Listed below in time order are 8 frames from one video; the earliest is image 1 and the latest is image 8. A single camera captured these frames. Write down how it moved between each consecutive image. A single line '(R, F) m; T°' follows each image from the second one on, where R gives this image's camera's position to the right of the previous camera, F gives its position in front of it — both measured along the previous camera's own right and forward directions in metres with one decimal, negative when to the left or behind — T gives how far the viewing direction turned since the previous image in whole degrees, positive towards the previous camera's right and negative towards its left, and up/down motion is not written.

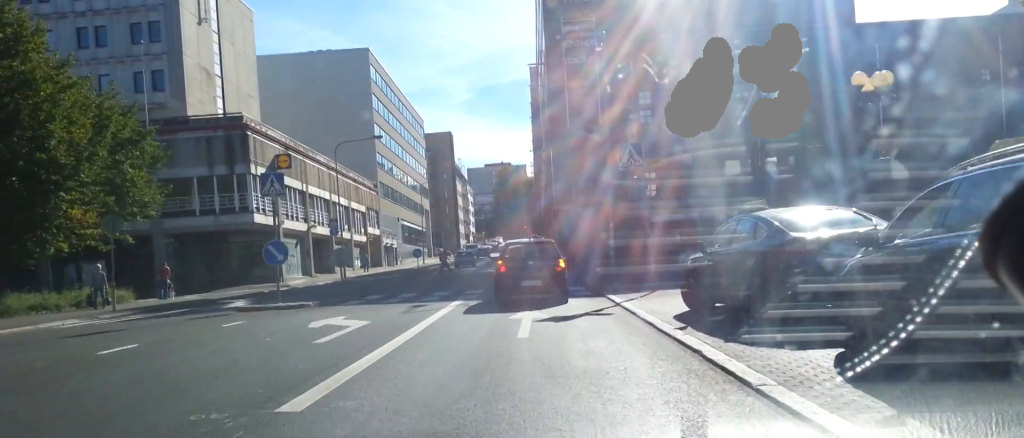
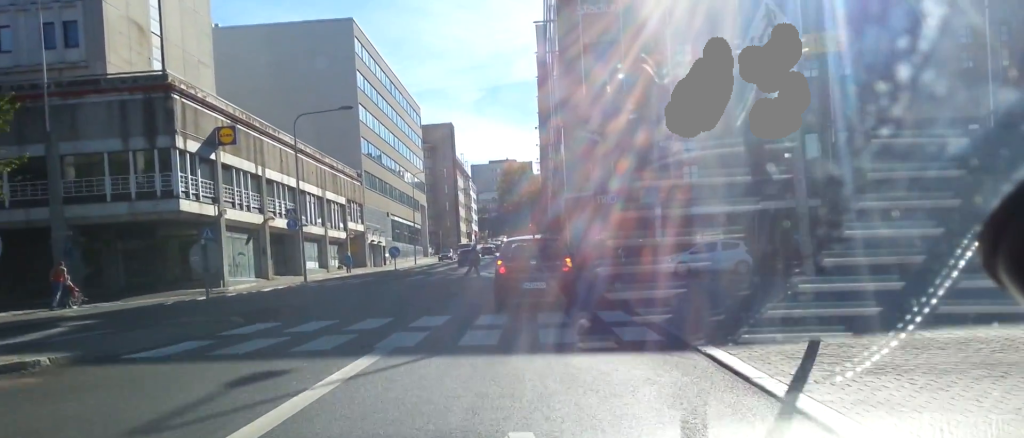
(-0.2, +11.8) m; +2°
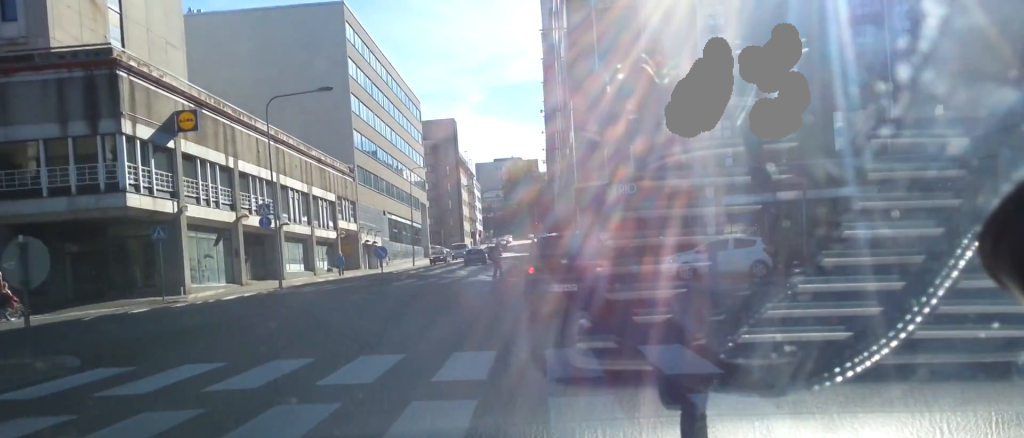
(+0.2, +5.9) m; +2°
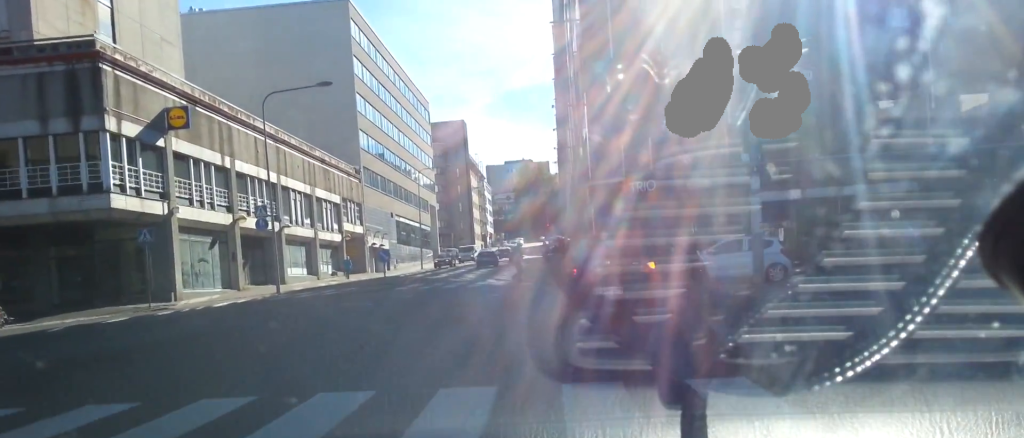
(+0.1, +2.6) m; 0°
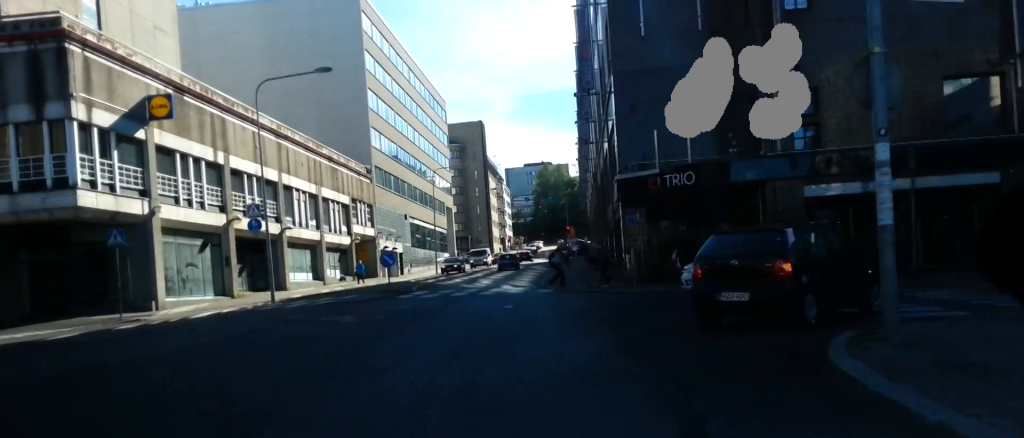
(-0.1, +4.2) m; -2°
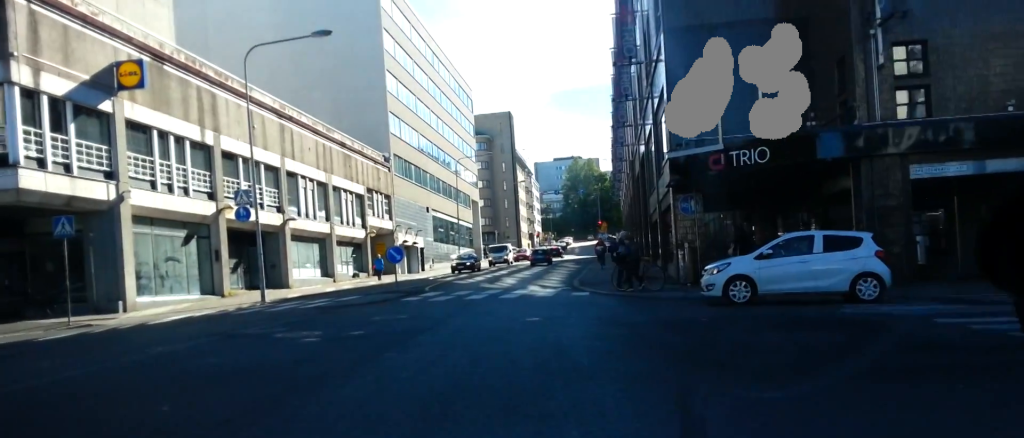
(-0.1, +4.8) m; -2°
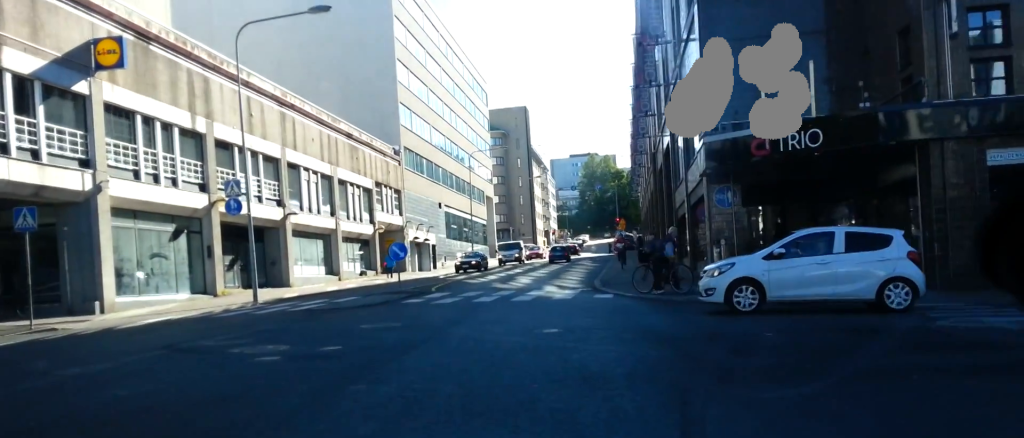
(-0.1, +2.5) m; 0°
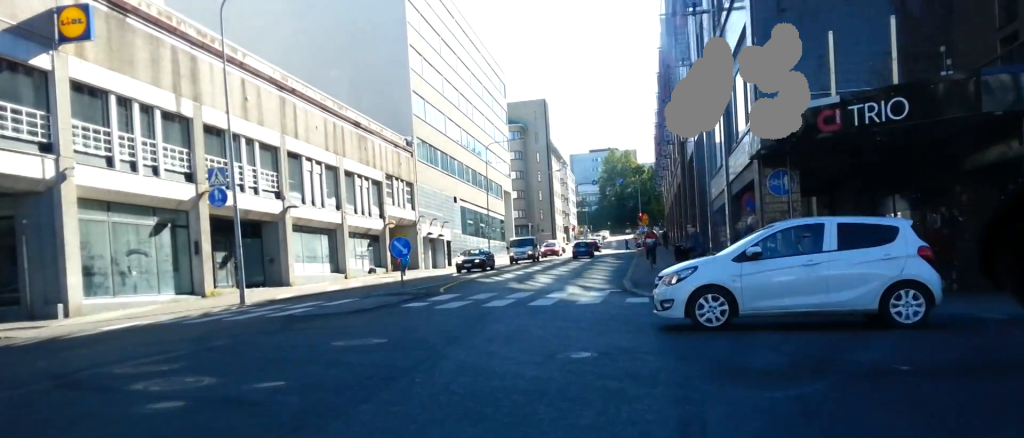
(0.0, +3.4) m; -1°
